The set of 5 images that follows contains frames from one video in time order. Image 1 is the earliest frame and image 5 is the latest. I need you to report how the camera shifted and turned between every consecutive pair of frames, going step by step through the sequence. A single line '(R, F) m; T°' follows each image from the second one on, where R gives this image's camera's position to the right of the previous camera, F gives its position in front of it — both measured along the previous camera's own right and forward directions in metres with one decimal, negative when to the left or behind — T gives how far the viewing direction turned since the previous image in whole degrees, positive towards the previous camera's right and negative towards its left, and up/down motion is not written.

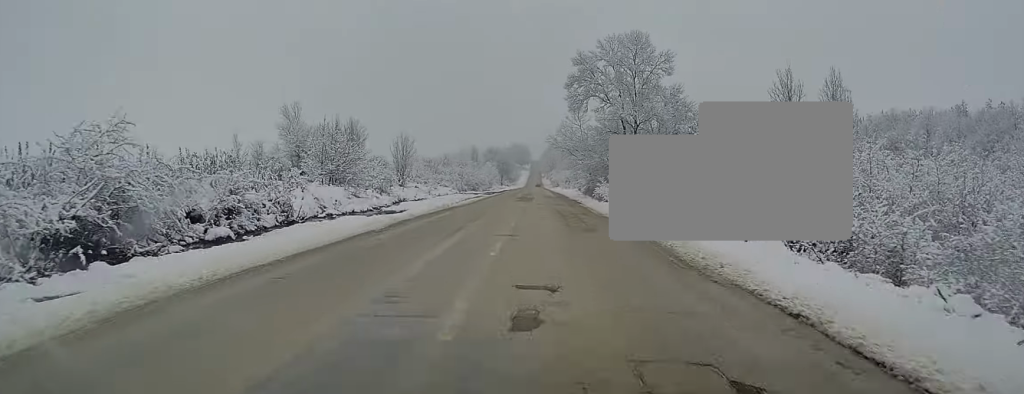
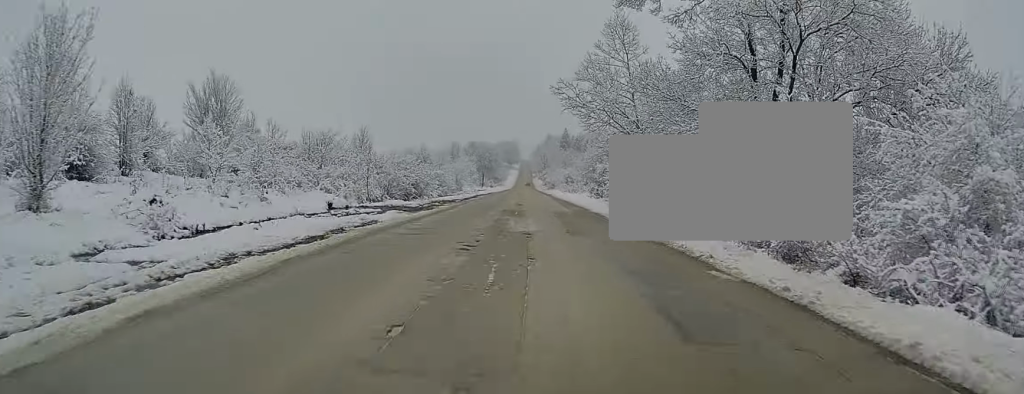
(0.0, +41.6) m; 0°
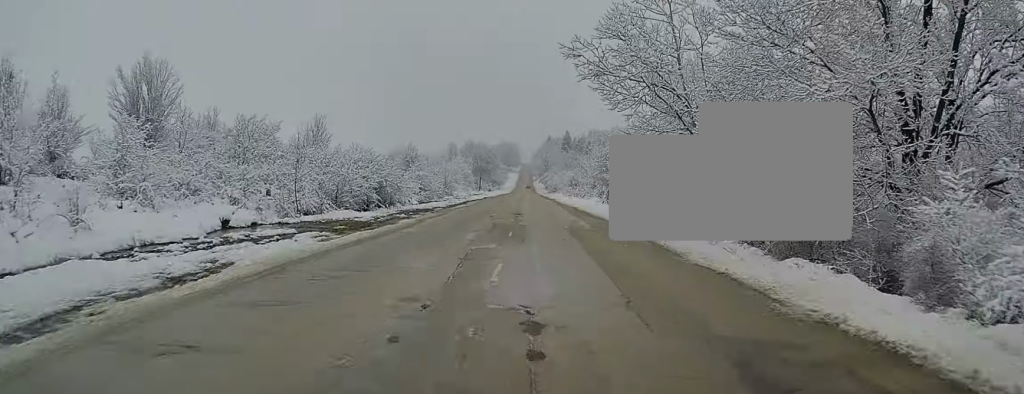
(+0.1, +11.0) m; 0°
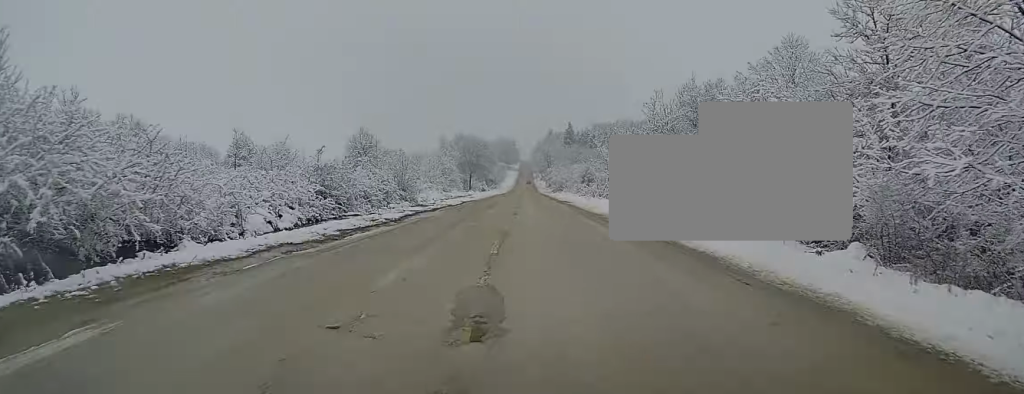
(+0.1, +25.6) m; +1°
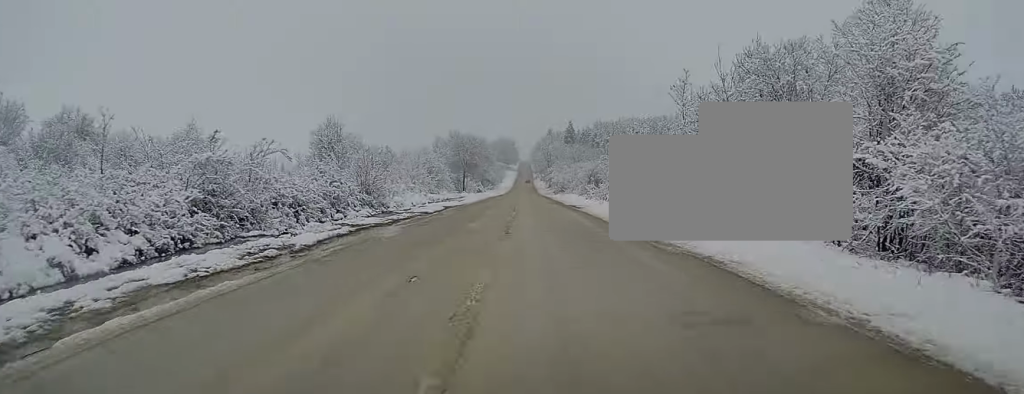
(+0.1, +10.3) m; 0°
